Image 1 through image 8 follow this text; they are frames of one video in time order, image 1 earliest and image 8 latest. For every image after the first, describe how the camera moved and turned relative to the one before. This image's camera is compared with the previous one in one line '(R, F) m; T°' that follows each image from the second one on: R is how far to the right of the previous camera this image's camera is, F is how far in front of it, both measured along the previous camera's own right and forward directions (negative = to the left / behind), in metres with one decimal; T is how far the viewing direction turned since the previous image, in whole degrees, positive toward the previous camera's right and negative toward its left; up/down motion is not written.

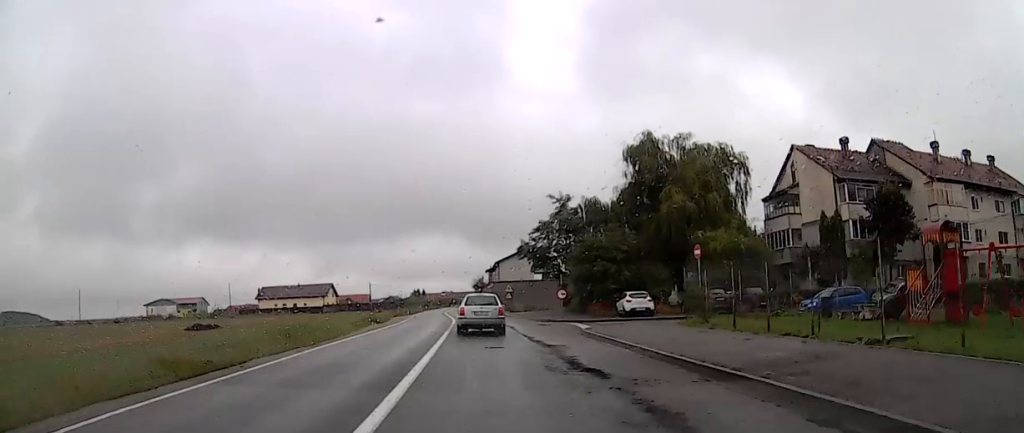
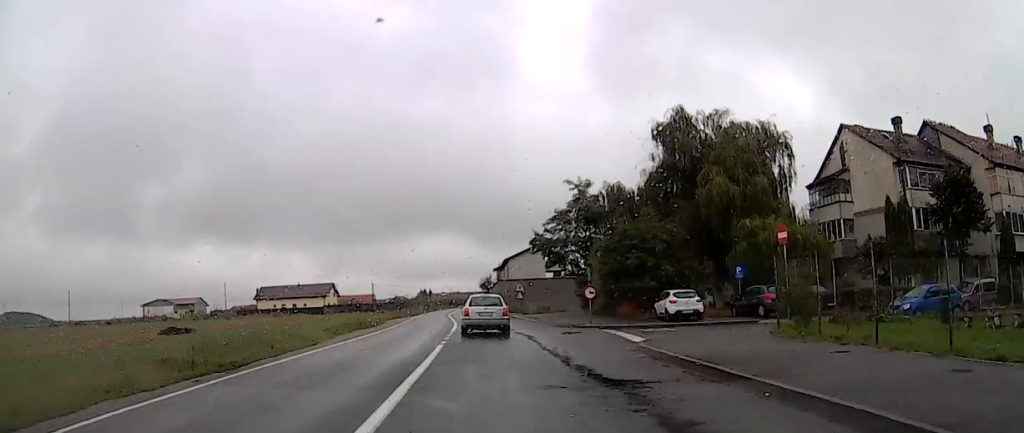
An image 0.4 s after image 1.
(0.0, +7.1) m; 0°
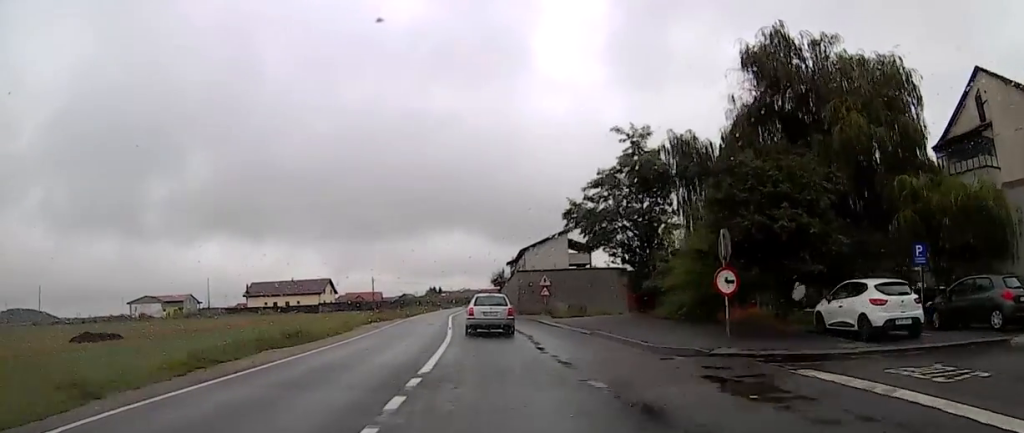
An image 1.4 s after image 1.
(0.0, +15.9) m; -2°
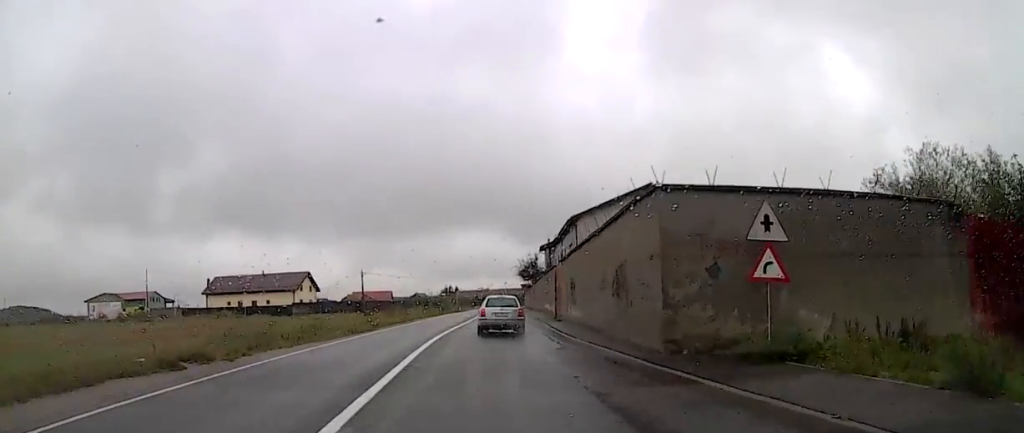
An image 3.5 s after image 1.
(-1.6, +35.1) m; +1°
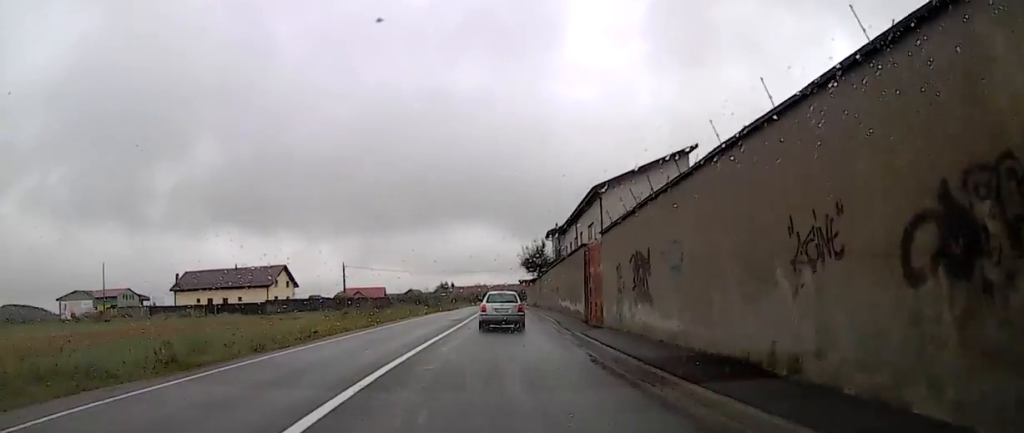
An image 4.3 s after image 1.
(+0.9, +12.8) m; +1°
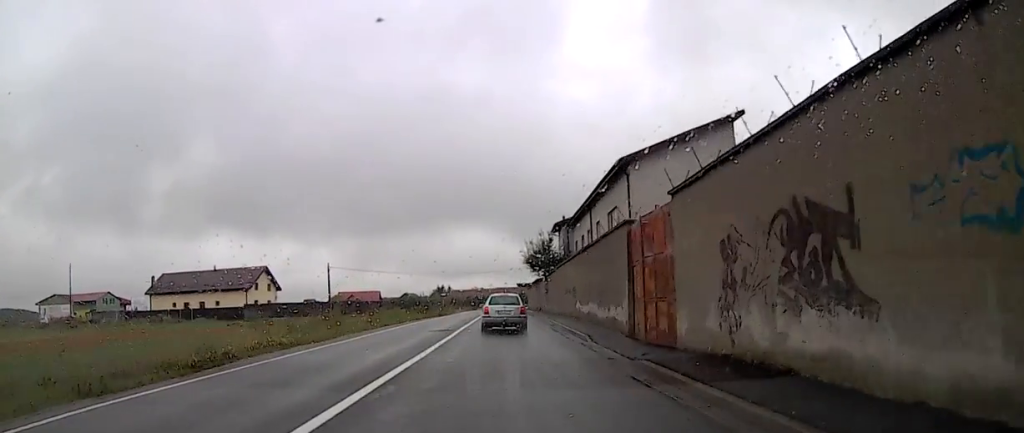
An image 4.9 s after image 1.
(+0.2, +8.5) m; -1°
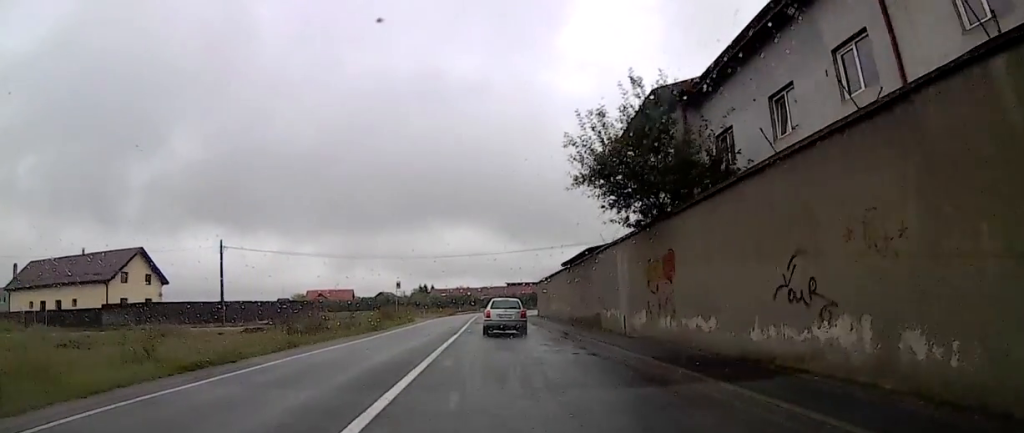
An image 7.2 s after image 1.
(-2.7, +36.5) m; -3°
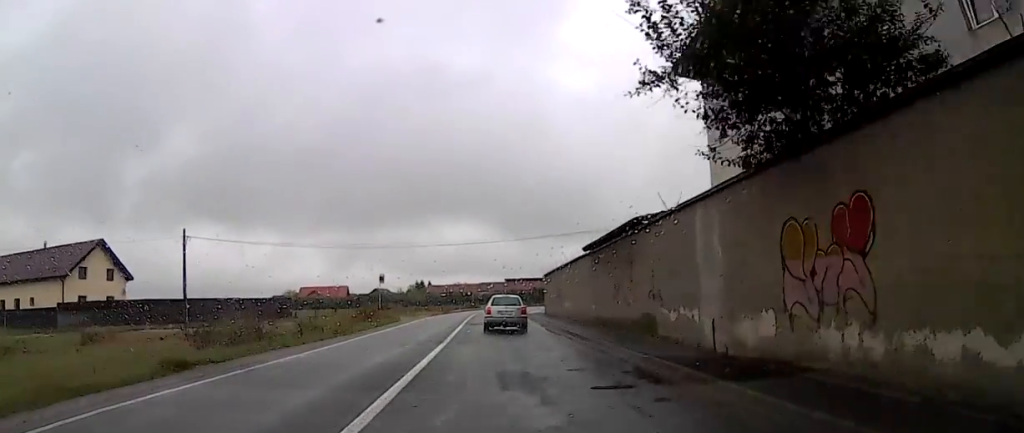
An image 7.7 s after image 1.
(-0.1, +7.7) m; +1°
